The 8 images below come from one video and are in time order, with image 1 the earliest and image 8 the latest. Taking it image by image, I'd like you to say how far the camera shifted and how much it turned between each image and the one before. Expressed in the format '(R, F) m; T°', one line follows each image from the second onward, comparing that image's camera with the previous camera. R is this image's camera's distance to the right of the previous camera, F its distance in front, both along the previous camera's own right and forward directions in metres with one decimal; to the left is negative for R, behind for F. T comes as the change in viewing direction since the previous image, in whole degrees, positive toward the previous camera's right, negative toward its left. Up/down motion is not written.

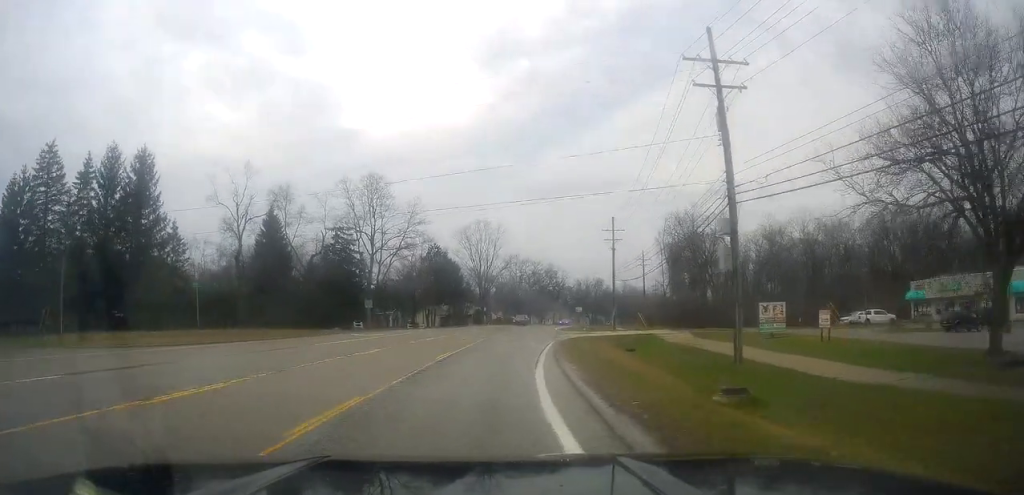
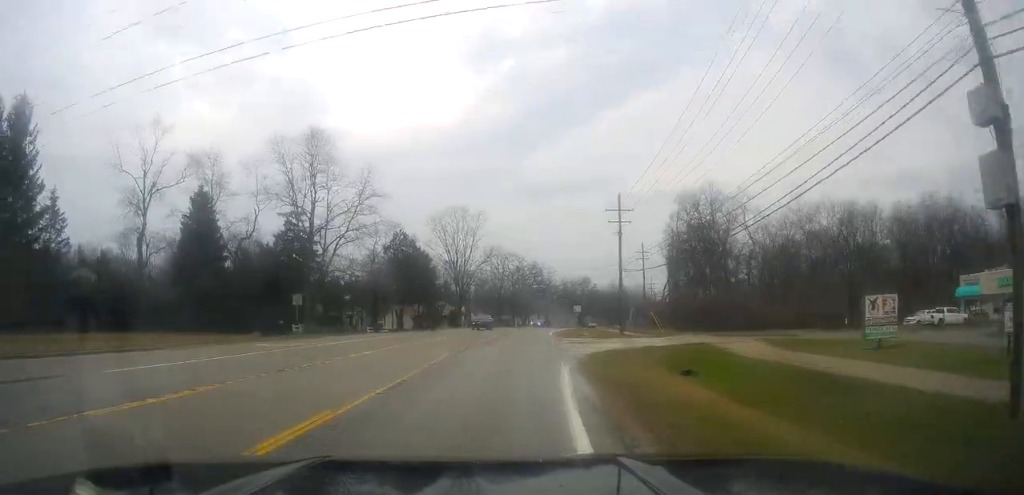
(+0.4, +15.6) m; +1°
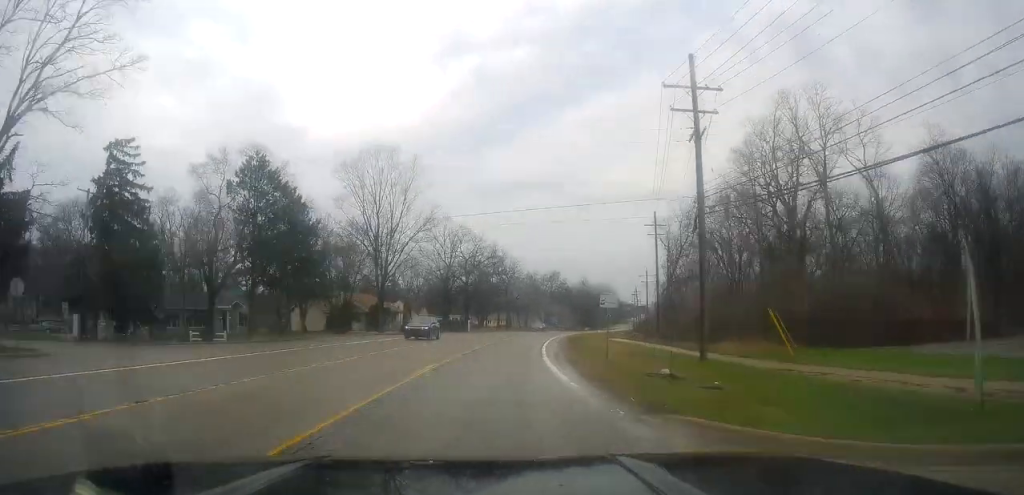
(+1.5, +35.5) m; +5°
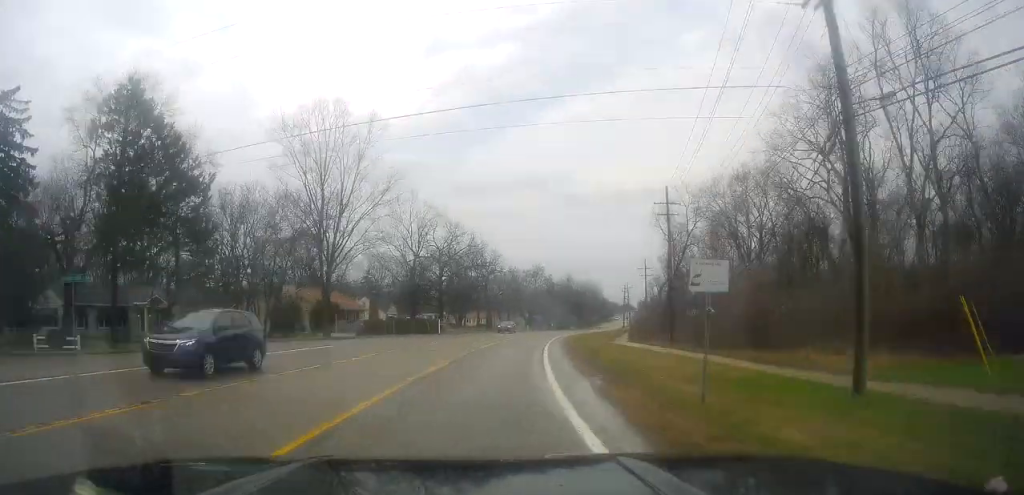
(+0.4, +14.0) m; +2°
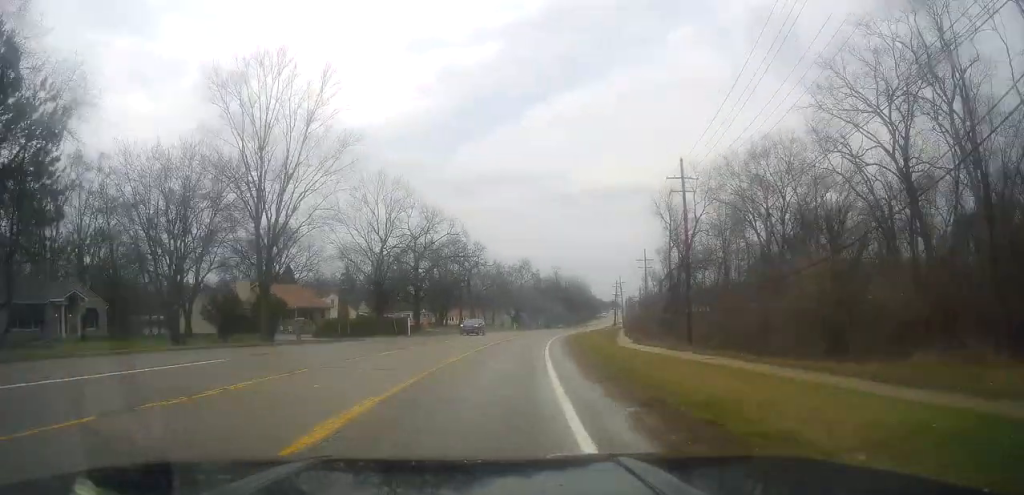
(-0.1, +10.6) m; +1°
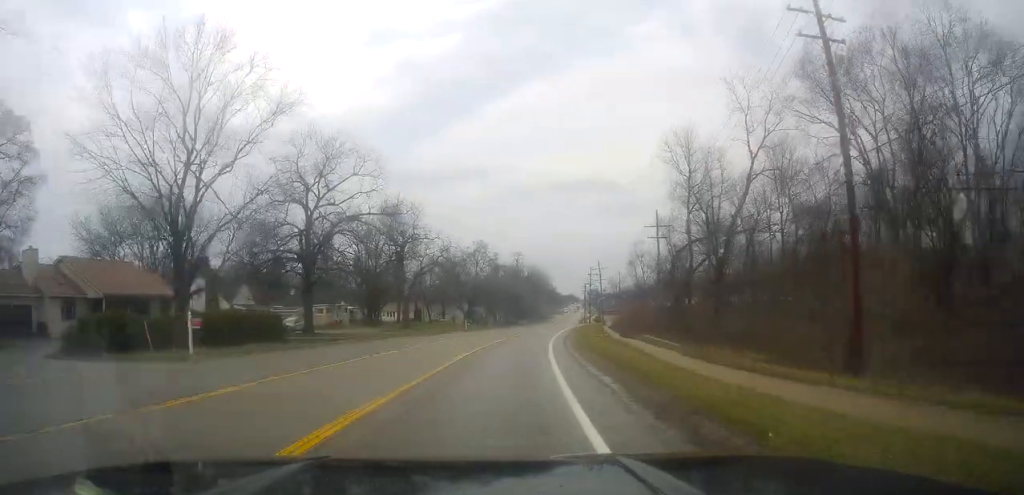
(+1.2, +31.0) m; +4°
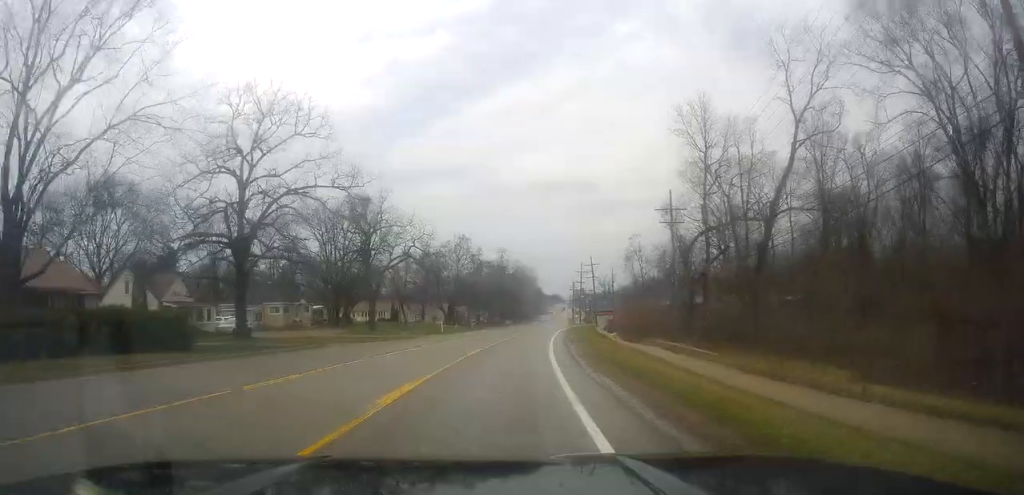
(+0.2, +11.2) m; +1°
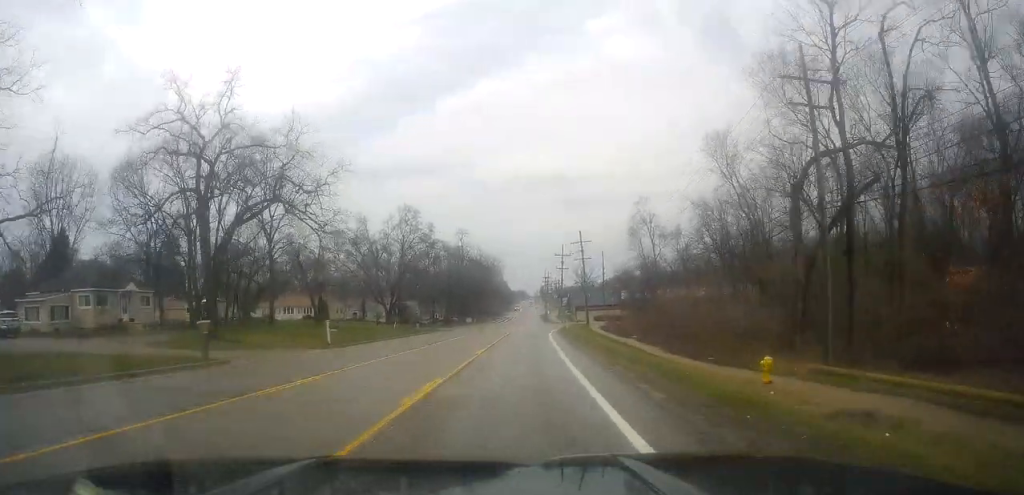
(+0.7, +31.2) m; +3°
